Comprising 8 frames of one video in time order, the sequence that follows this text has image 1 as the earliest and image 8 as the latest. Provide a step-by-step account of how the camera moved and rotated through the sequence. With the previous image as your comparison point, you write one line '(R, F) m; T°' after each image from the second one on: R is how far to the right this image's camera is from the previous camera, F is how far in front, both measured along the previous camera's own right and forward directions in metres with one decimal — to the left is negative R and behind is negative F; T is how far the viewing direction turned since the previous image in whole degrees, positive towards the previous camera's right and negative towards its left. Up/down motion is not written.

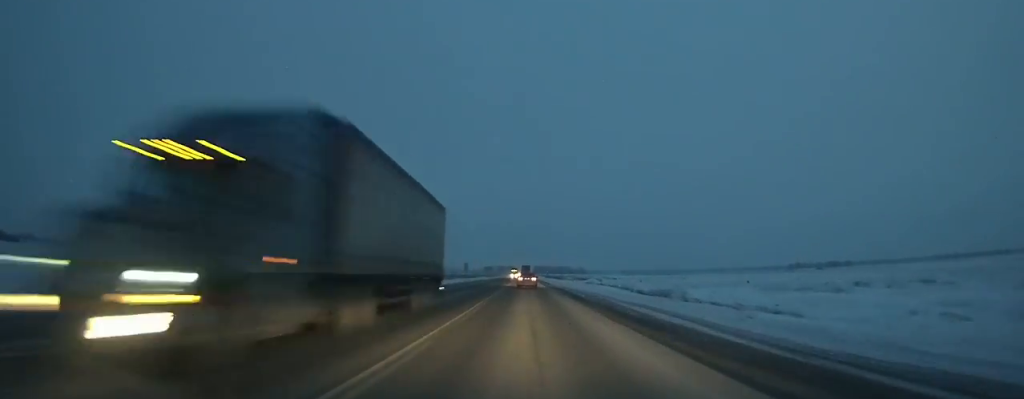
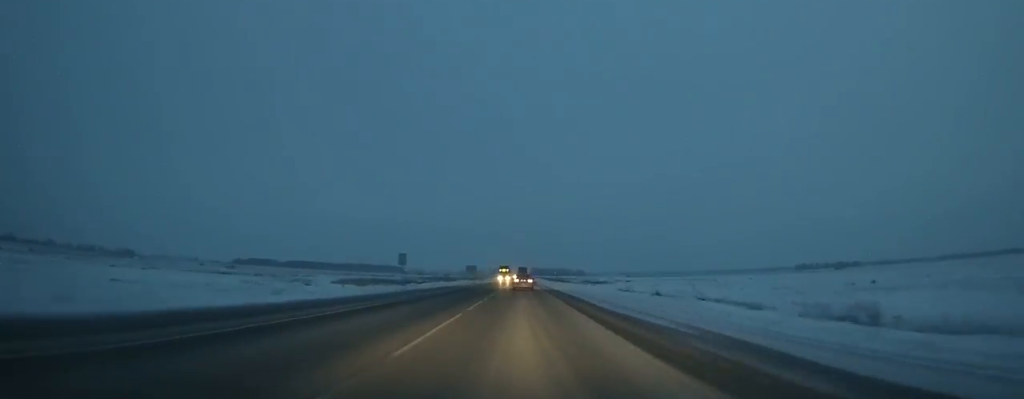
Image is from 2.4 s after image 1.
(0.0, +53.6) m; 0°
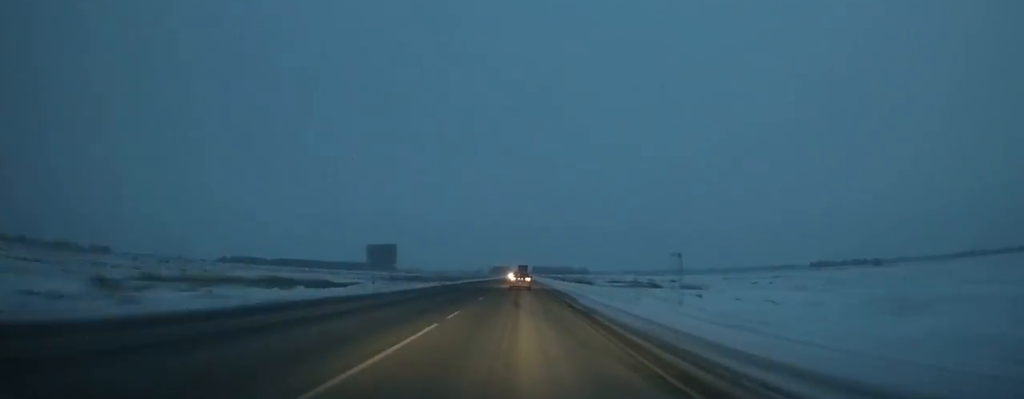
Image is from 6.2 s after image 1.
(-0.3, +88.0) m; 0°
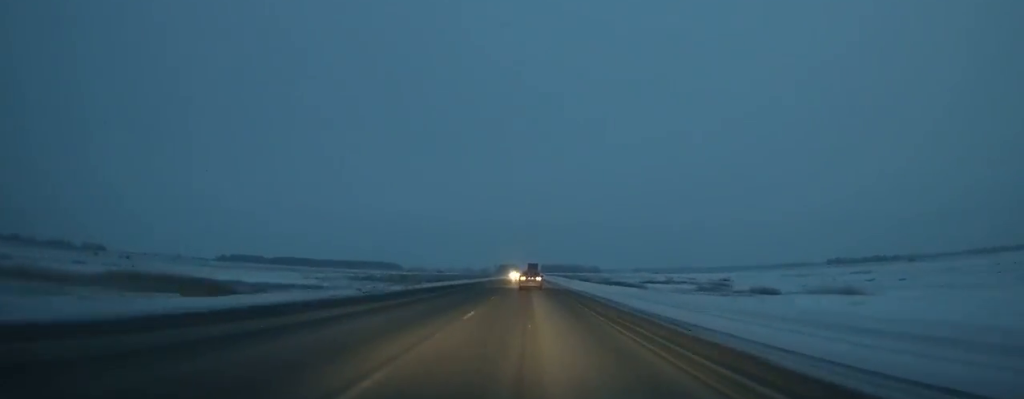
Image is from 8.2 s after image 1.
(-0.1, +47.1) m; 0°
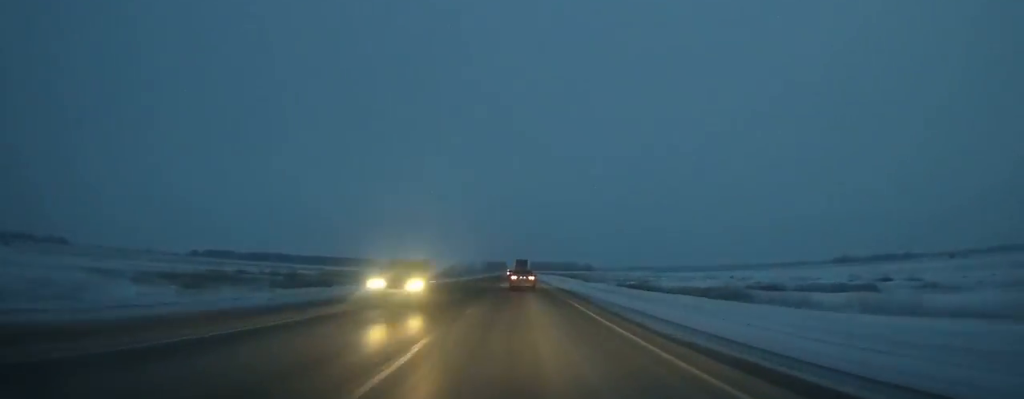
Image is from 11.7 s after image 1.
(0.0, +82.6) m; 0°
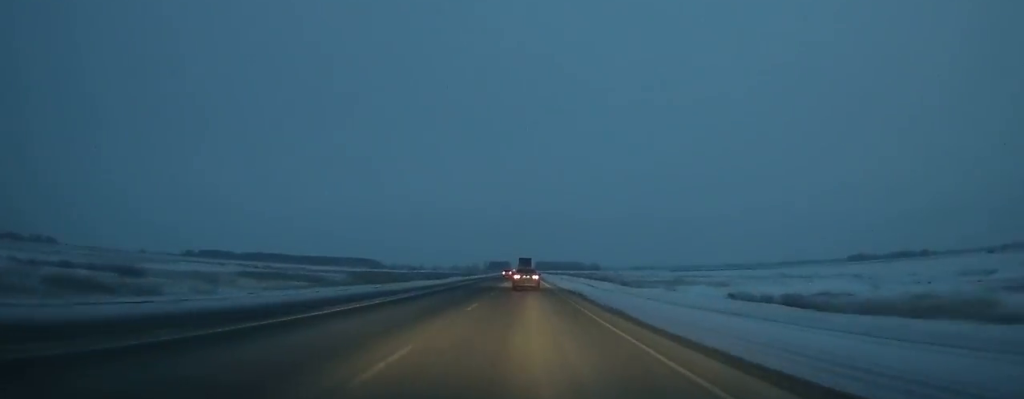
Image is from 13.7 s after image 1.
(+0.1, +46.8) m; 0°
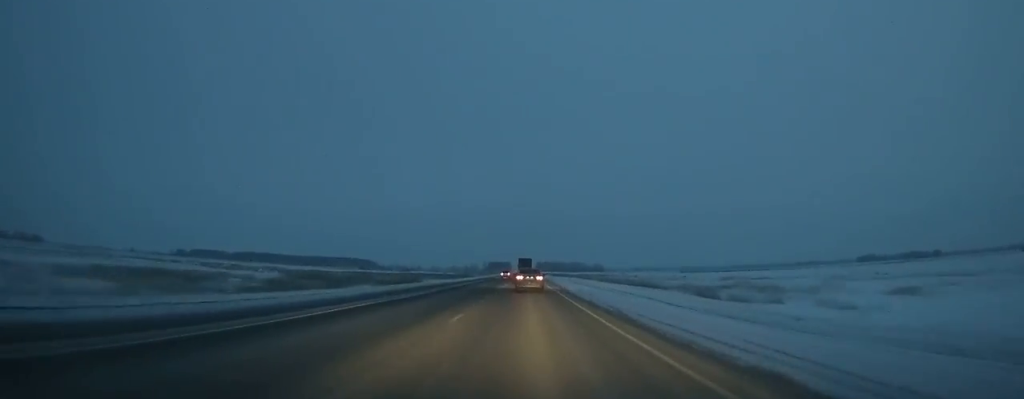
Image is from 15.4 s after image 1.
(-0.1, +38.9) m; 0°
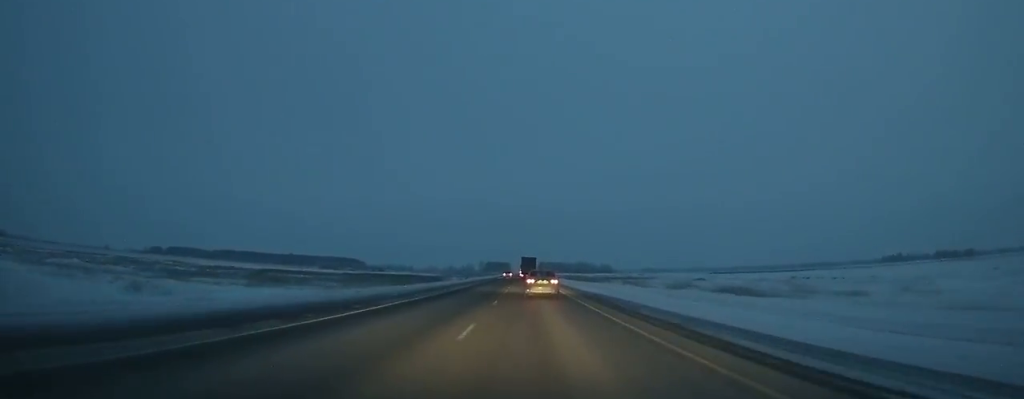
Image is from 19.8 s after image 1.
(+0.1, +98.6) m; 0°
